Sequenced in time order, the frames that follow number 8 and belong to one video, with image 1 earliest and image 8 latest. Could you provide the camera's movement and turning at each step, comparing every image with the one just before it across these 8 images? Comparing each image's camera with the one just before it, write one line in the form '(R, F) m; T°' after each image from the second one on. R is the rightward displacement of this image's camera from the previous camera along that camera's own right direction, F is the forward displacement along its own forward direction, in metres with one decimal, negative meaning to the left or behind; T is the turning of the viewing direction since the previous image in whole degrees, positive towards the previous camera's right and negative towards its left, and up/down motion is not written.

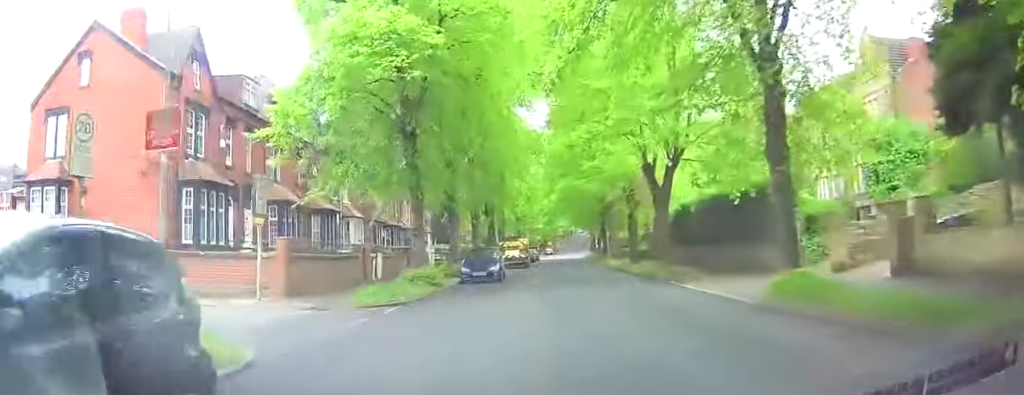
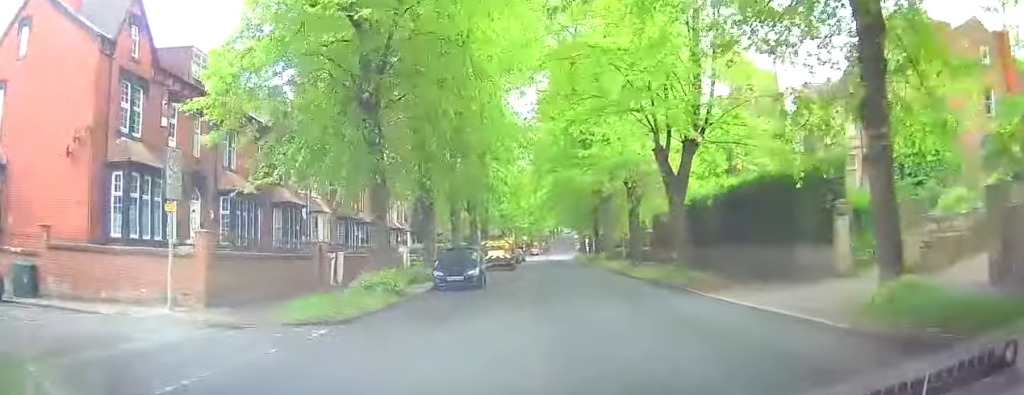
(0.0, +4.4) m; 0°
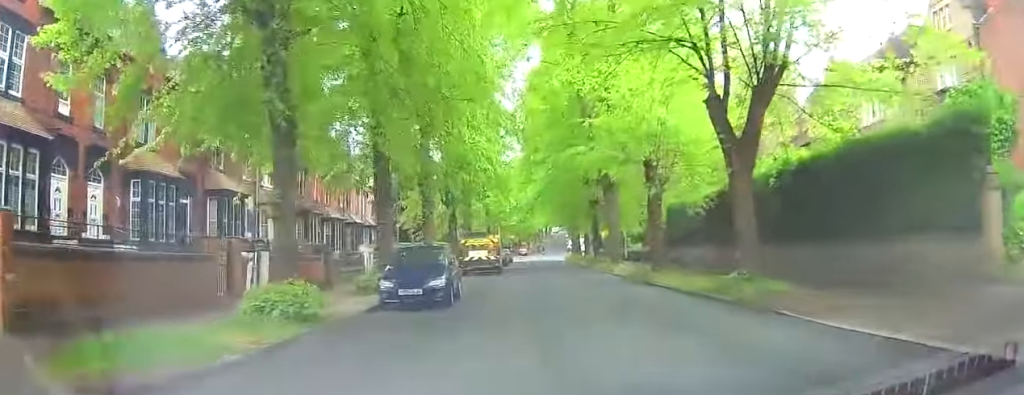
(0.0, +6.9) m; +2°
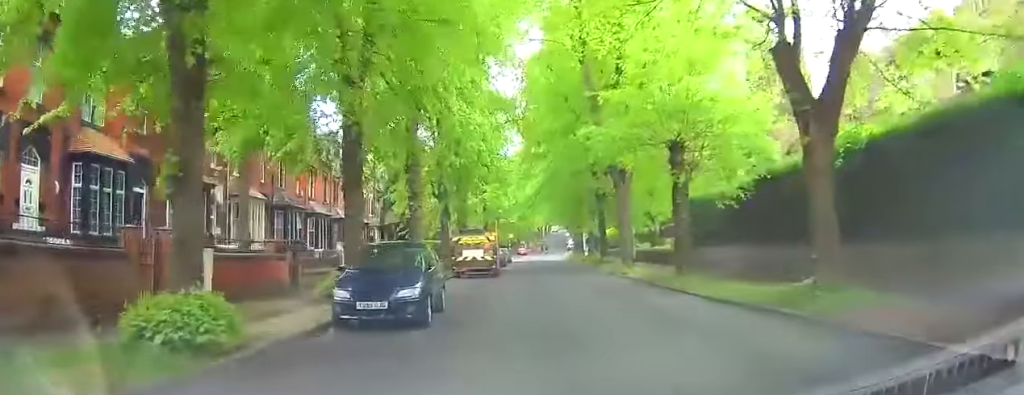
(0.0, +3.8) m; +2°
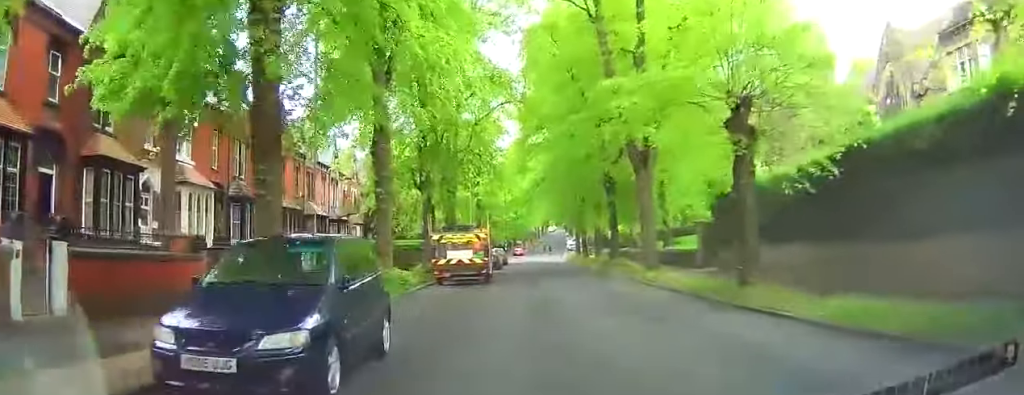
(+0.3, +6.6) m; -5°
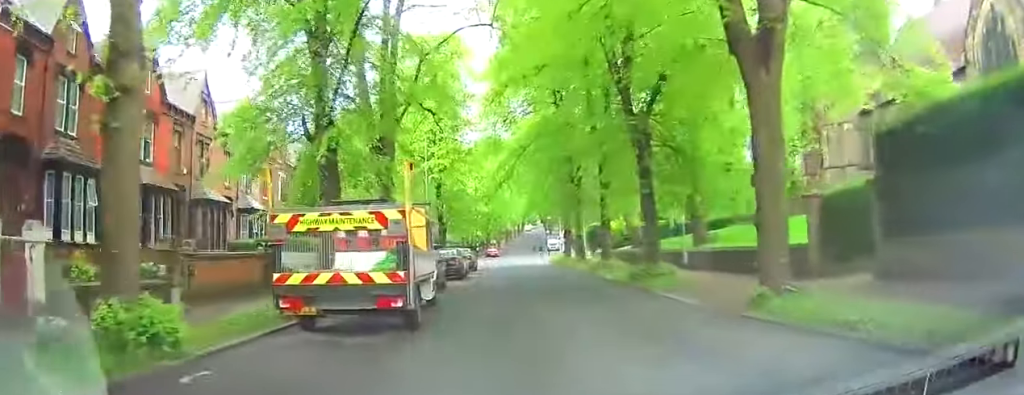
(-2.1, +16.1) m; -5°
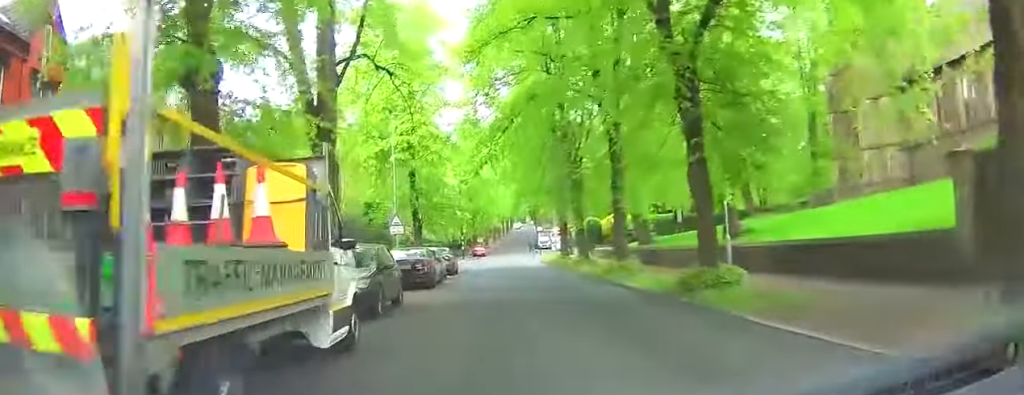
(+0.9, +8.3) m; +6°
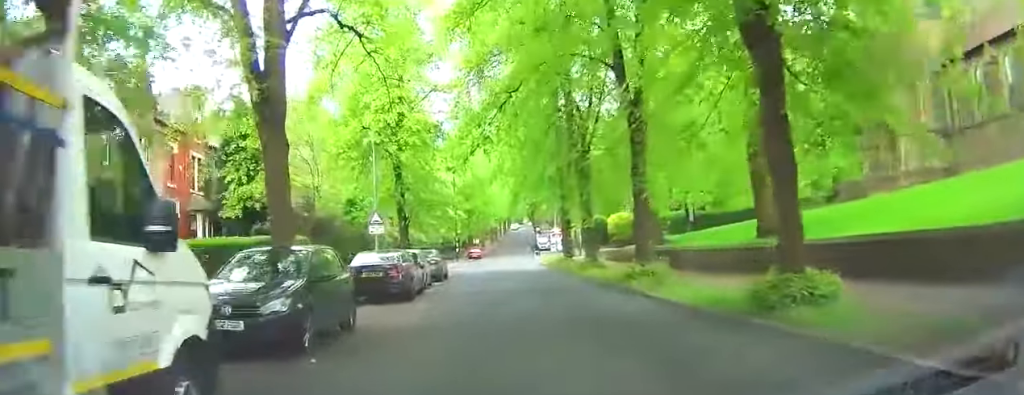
(+0.1, +5.2) m; 0°
